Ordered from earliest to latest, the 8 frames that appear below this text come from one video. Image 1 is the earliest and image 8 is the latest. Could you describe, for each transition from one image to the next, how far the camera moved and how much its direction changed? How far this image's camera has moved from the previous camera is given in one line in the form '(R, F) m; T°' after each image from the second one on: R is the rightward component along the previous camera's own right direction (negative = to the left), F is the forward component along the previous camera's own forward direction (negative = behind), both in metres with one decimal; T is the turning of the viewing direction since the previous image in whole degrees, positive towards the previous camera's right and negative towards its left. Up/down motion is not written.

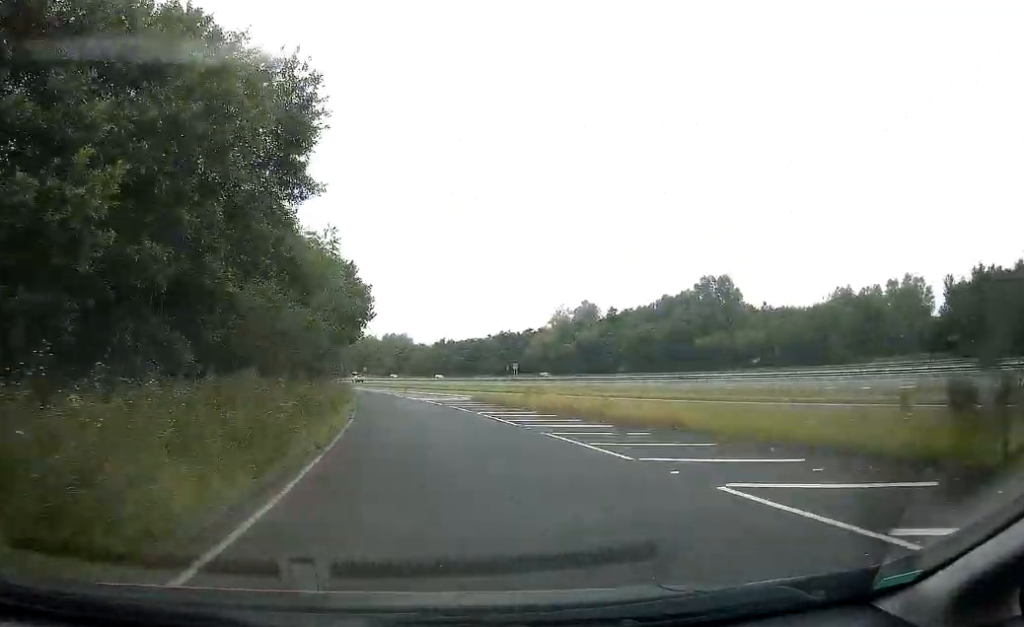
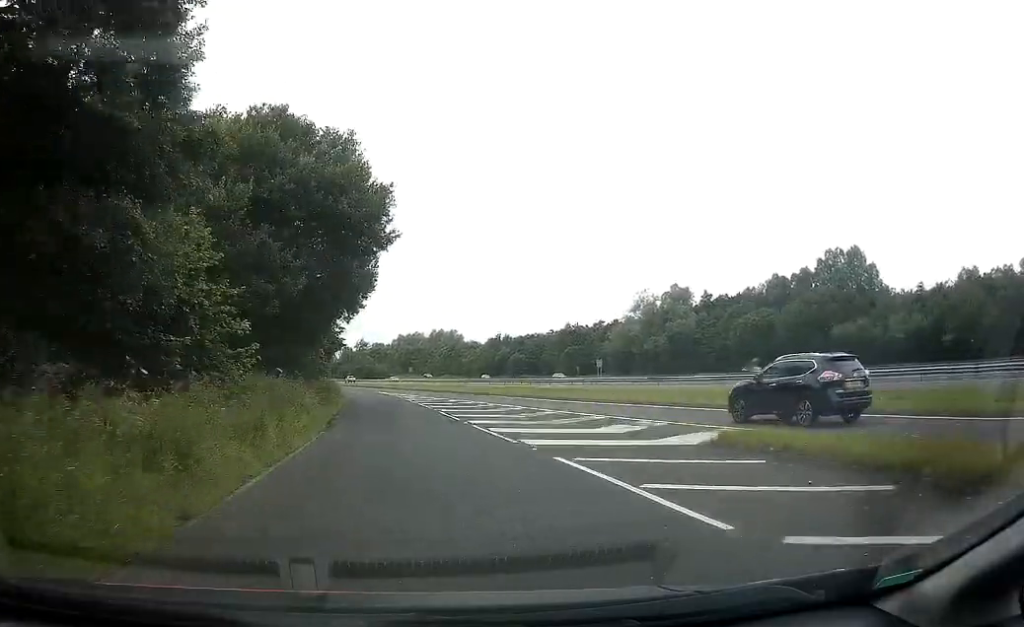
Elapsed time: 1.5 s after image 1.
(-1.4, +30.9) m; -4°
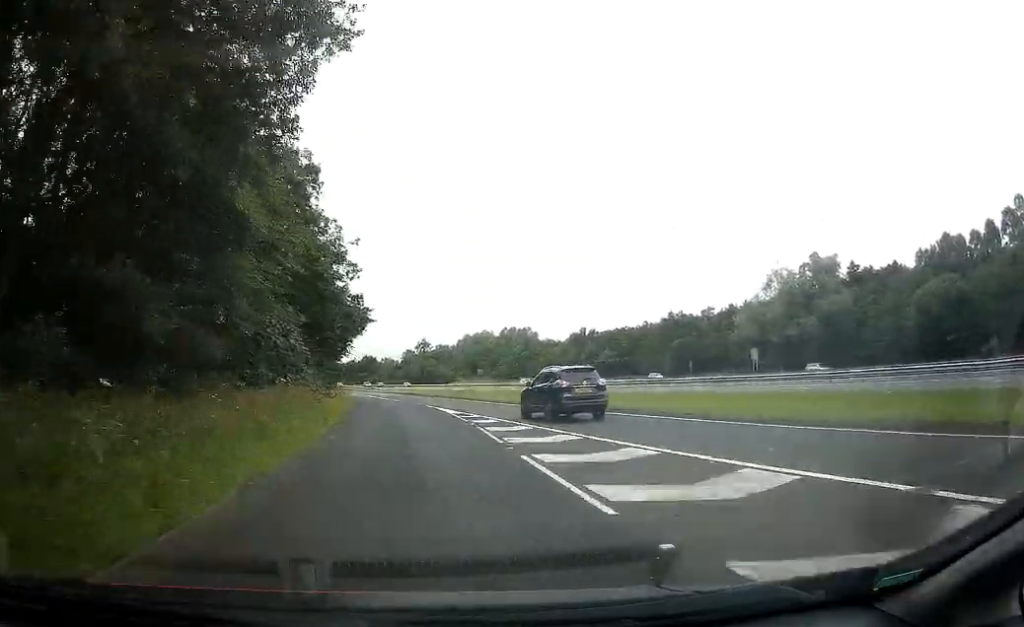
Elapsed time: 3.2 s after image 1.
(-1.4, +33.0) m; -6°
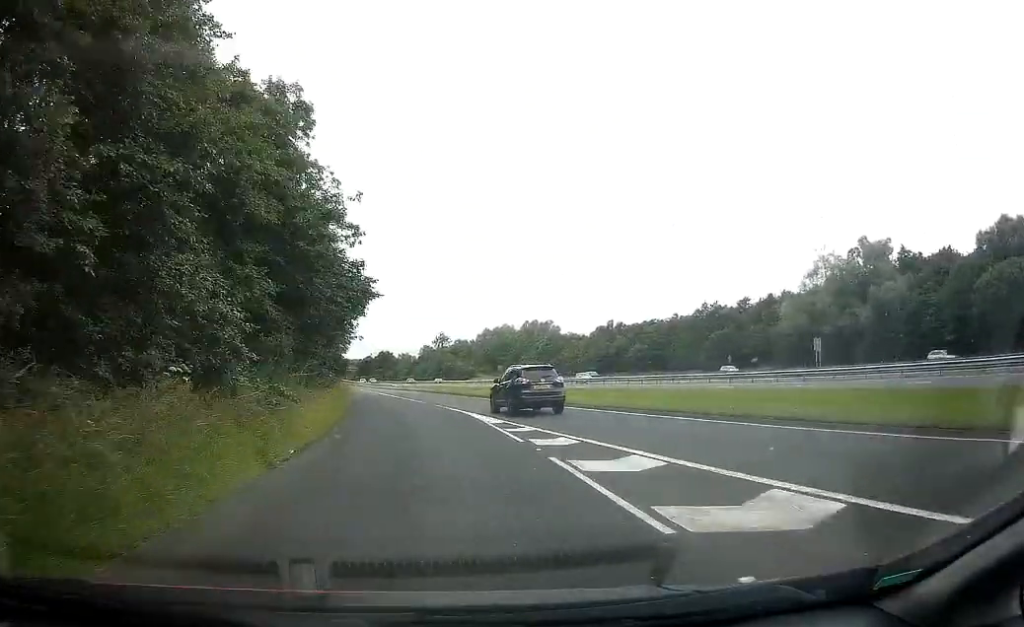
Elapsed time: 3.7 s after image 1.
(-0.4, +9.7) m; -2°
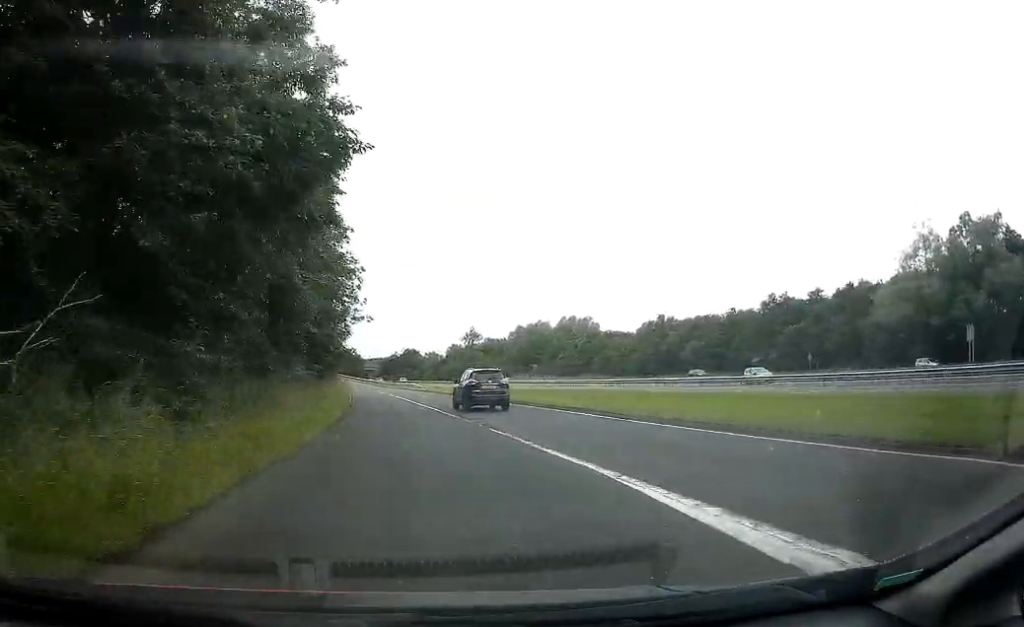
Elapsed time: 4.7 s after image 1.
(-0.1, +18.4) m; -1°
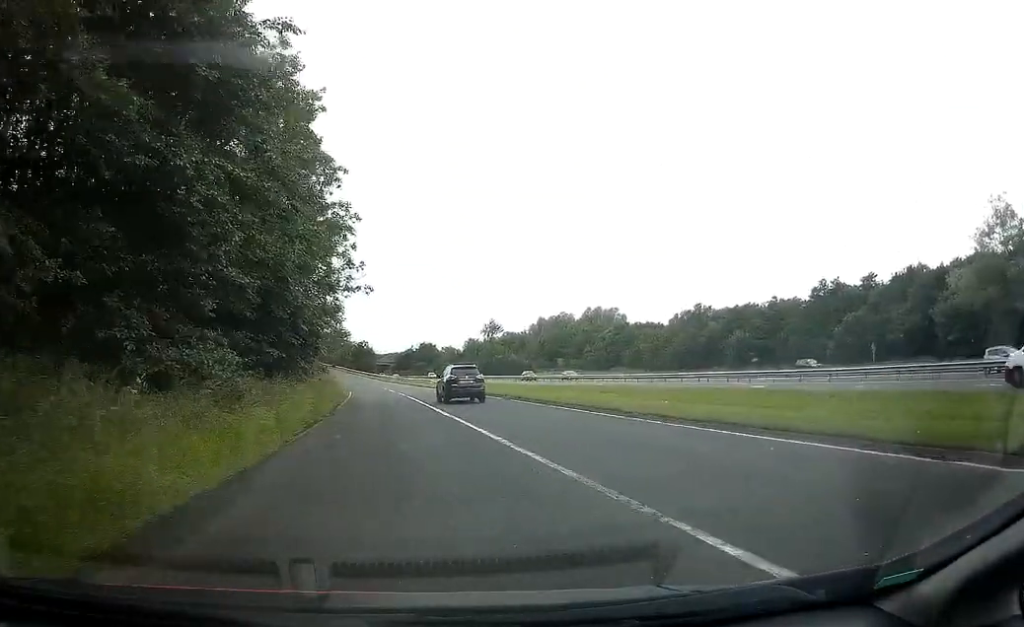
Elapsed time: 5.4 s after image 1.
(-0.2, +12.3) m; -1°
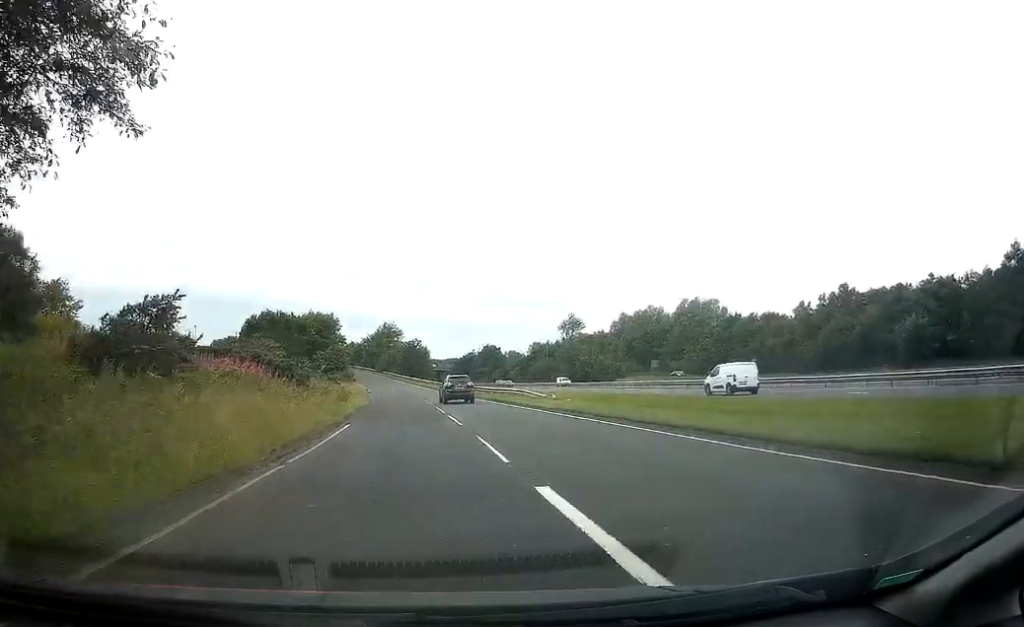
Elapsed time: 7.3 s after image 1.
(-1.0, +32.9) m; -3°
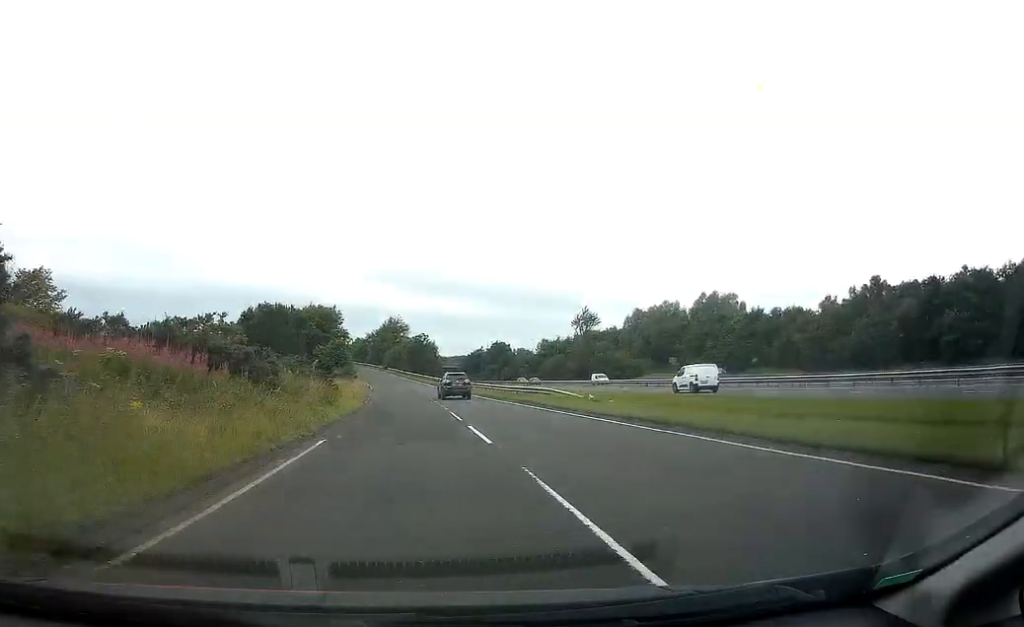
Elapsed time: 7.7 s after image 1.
(+0.1, +6.9) m; -1°
